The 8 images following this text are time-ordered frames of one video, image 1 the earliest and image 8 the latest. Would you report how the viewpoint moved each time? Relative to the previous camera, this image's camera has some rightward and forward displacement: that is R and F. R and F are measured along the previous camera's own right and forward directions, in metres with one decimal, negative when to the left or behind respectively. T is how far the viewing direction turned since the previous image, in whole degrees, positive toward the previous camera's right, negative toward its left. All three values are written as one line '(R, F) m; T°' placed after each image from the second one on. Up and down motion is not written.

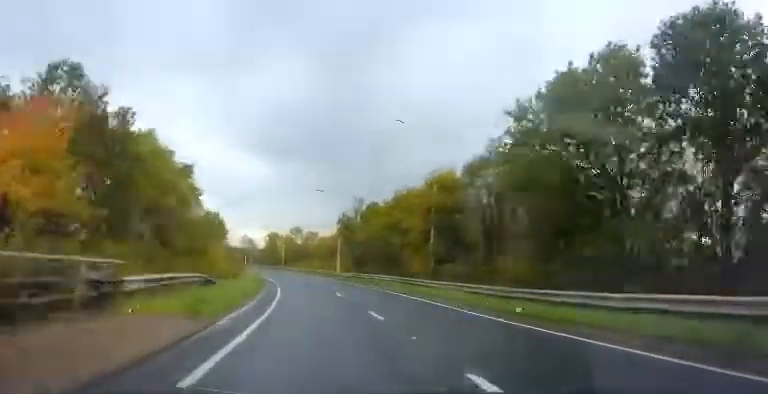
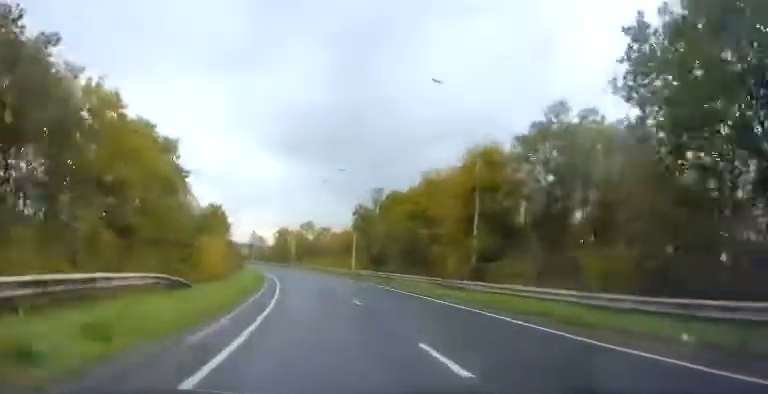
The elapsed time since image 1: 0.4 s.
(0.0, +6.3) m; -1°
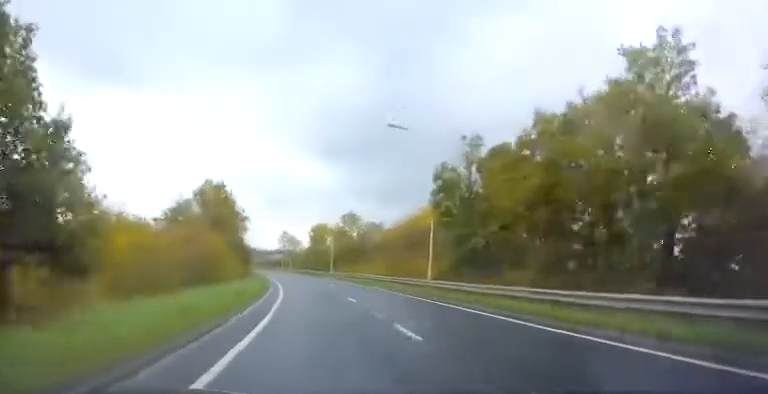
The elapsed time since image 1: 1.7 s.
(-0.9, +20.7) m; -4°
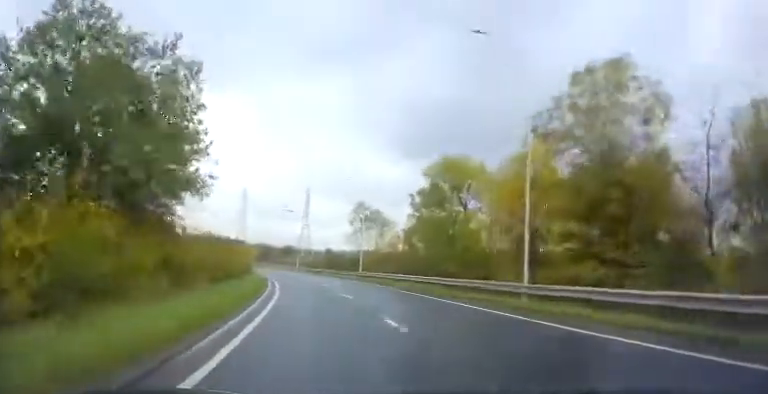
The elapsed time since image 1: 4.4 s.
(-4.2, +44.6) m; -11°
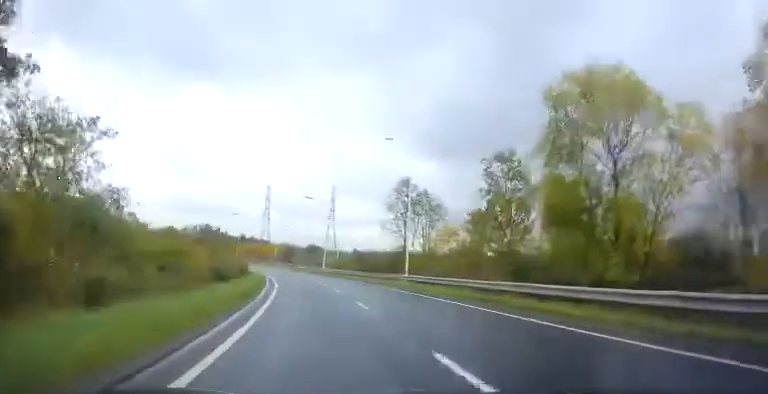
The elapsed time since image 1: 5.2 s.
(-0.6, +13.9) m; -4°
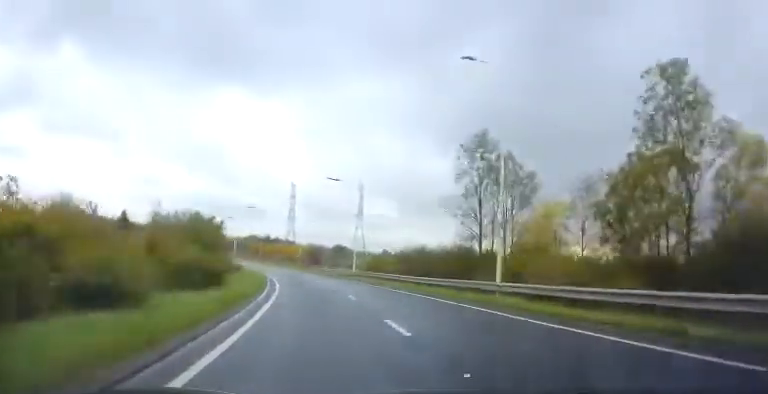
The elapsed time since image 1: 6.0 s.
(-0.4, +13.6) m; -3°
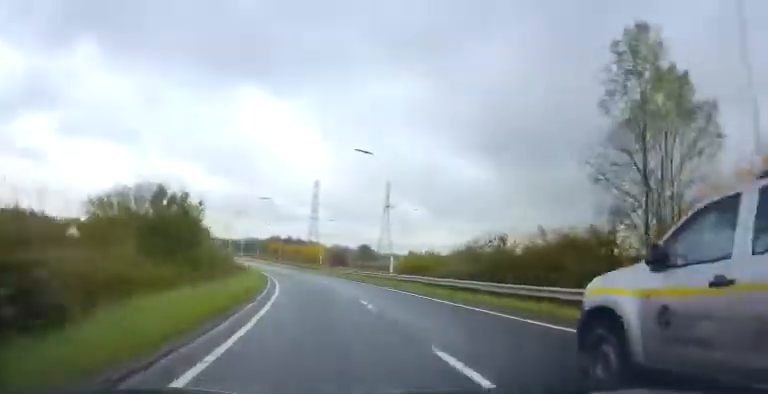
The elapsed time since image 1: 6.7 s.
(-0.1, +12.7) m; -2°
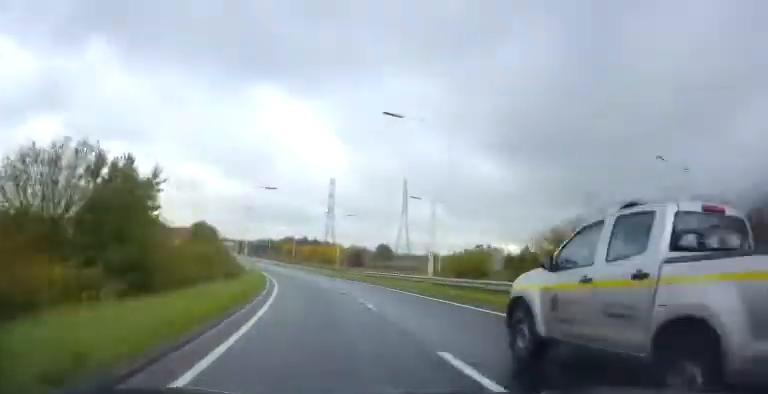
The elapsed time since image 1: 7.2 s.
(-0.3, +9.3) m; -2°
